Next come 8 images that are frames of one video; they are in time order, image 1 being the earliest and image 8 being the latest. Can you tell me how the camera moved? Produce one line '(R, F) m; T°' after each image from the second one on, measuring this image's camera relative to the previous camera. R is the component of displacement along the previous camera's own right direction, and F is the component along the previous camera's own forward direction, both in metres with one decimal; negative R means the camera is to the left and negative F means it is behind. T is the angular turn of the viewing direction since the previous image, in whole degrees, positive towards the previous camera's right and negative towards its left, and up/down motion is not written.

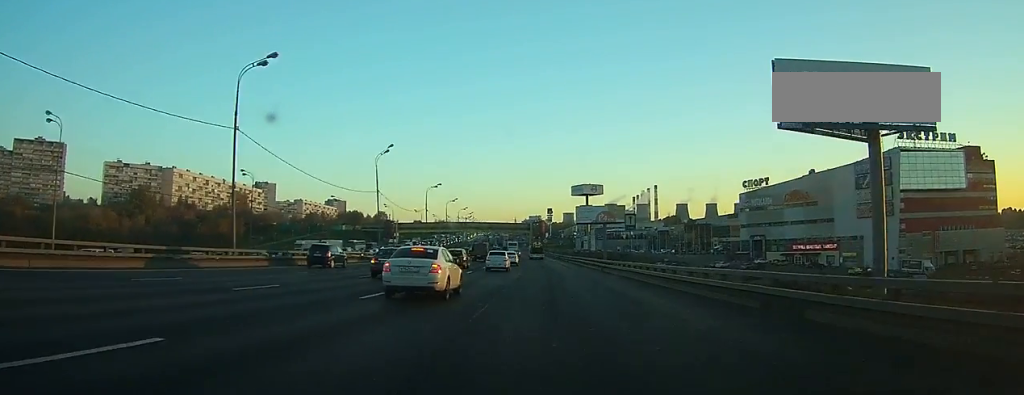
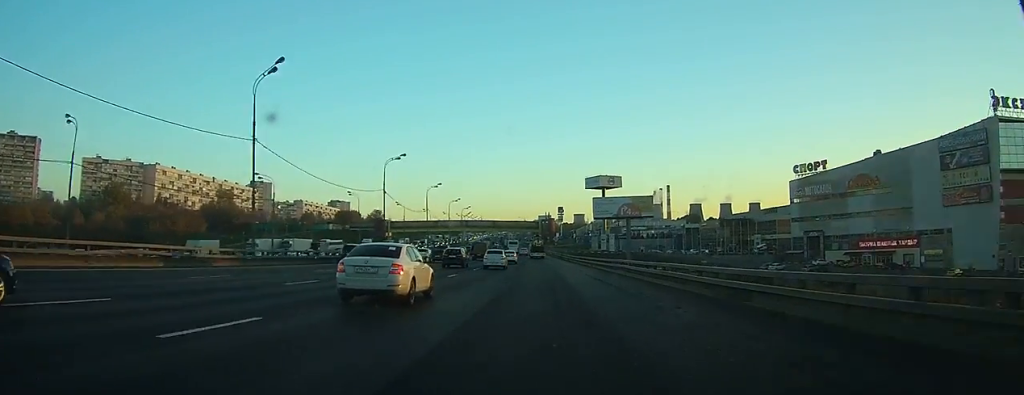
(-0.2, +33.4) m; -1°
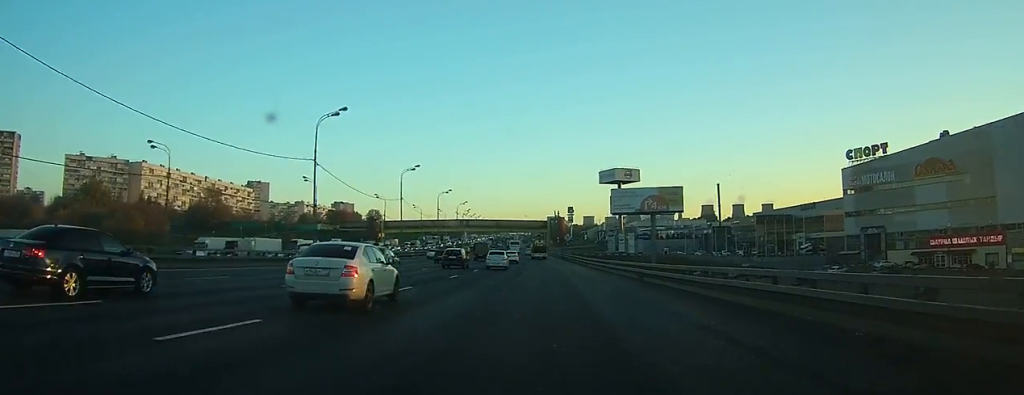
(-0.2, +26.0) m; -1°
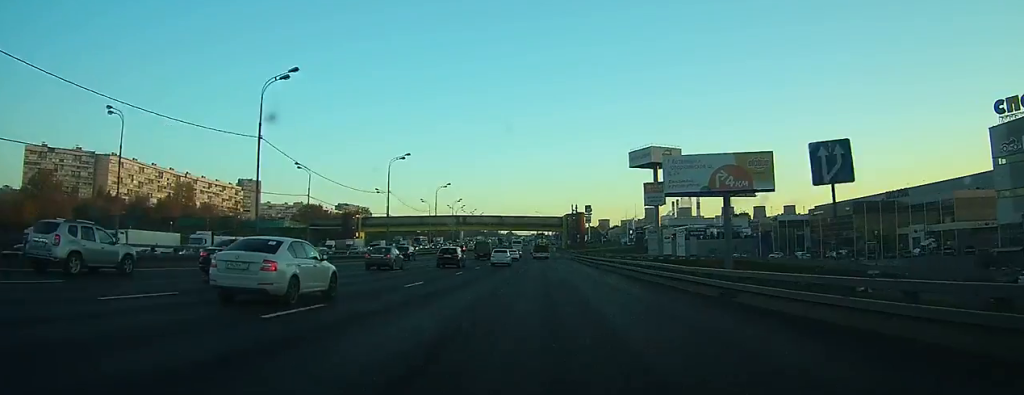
(-0.5, +49.2) m; -1°
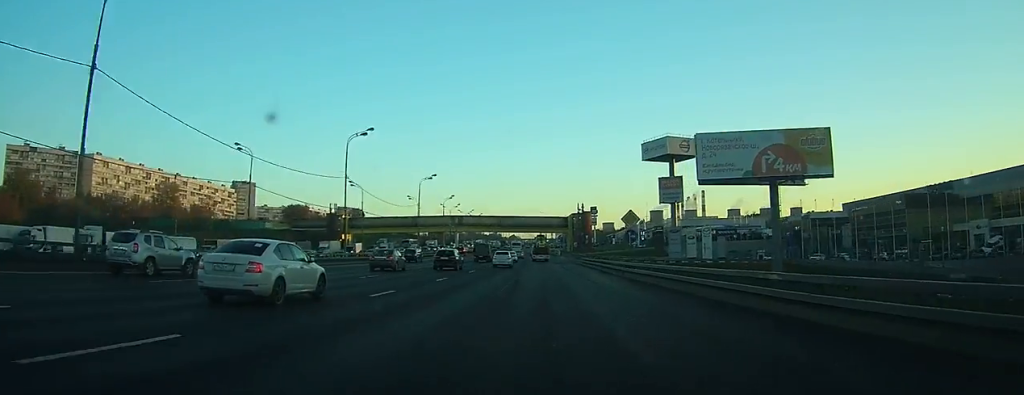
(-0.1, +18.5) m; 0°
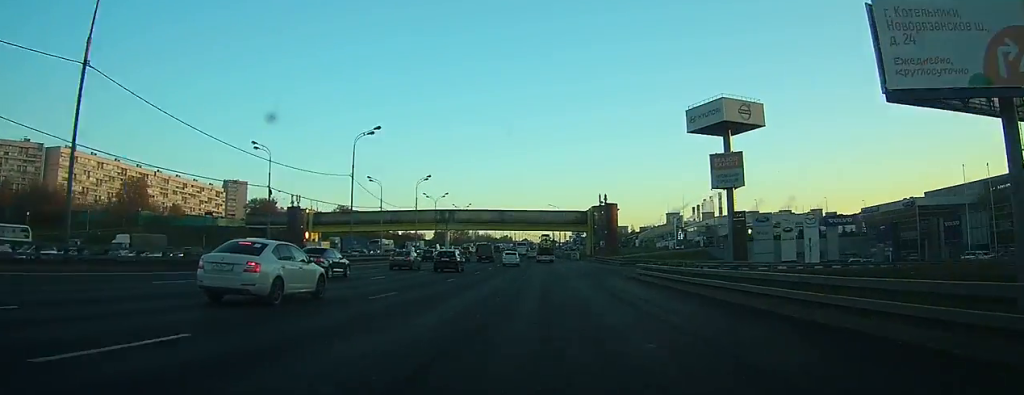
(-0.3, +38.5) m; -1°
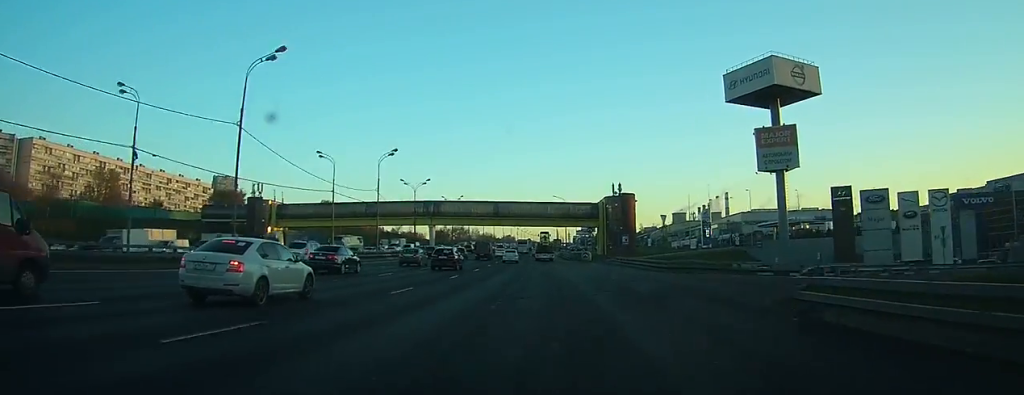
(-0.1, +22.0) m; -1°
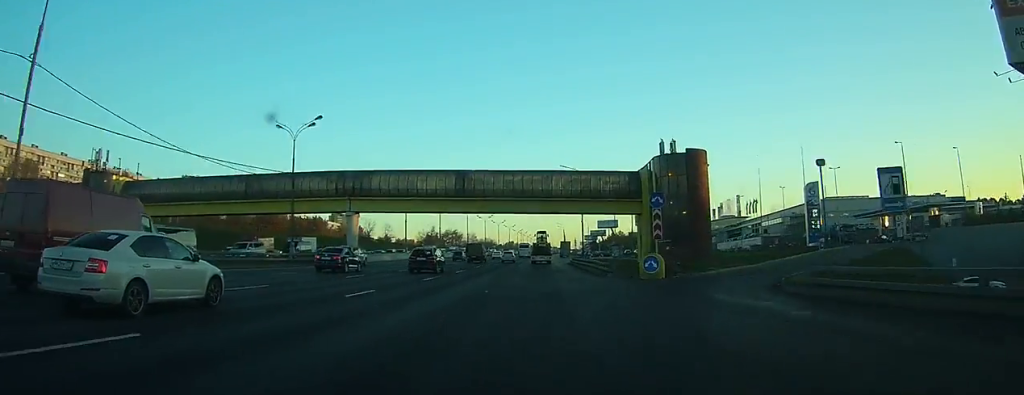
(-0.5, +44.6) m; -1°
